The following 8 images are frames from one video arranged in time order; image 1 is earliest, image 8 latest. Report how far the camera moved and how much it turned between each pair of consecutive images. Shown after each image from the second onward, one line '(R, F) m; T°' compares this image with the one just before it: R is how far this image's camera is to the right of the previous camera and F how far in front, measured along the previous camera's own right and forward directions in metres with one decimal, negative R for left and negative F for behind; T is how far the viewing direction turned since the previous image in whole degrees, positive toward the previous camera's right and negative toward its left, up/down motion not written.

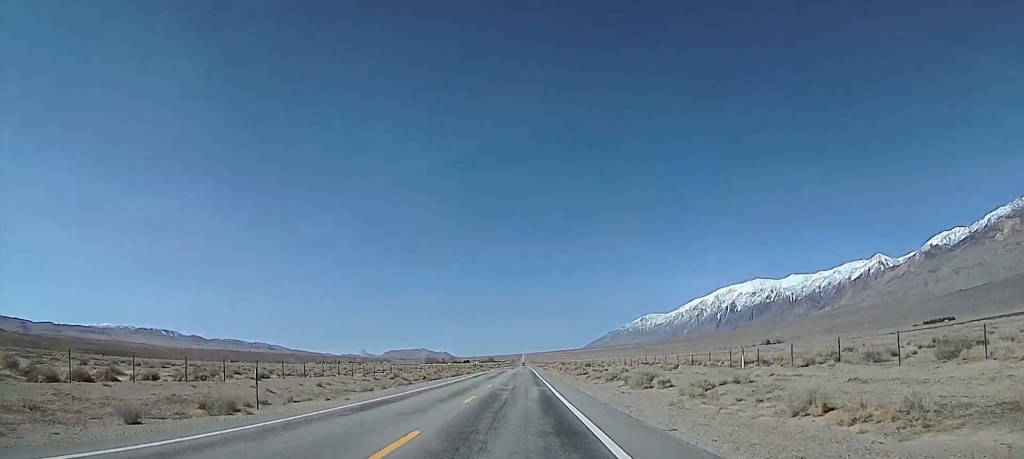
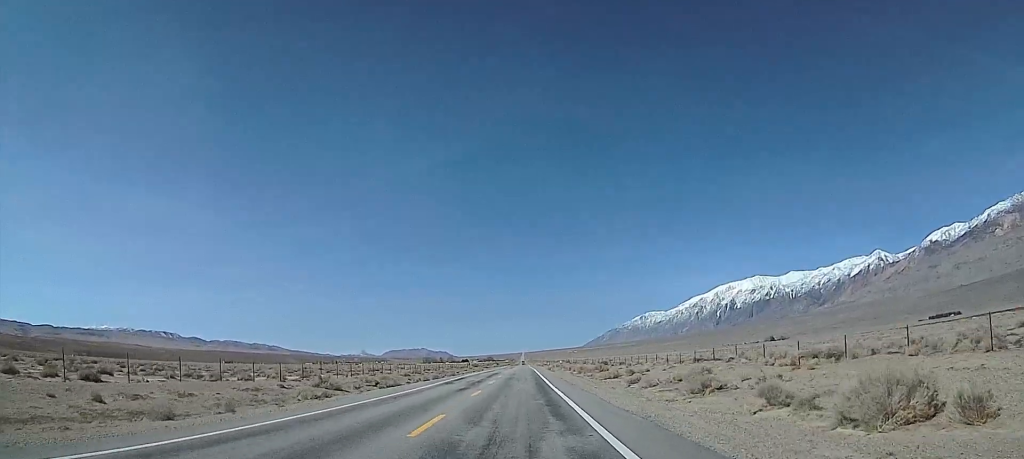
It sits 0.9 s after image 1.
(0.0, +25.7) m; 0°
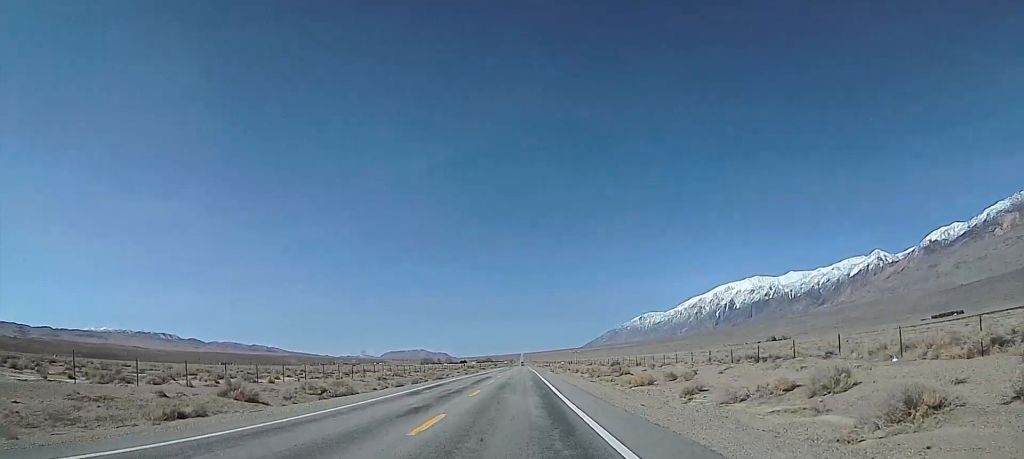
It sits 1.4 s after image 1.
(0.0, +14.3) m; 0°
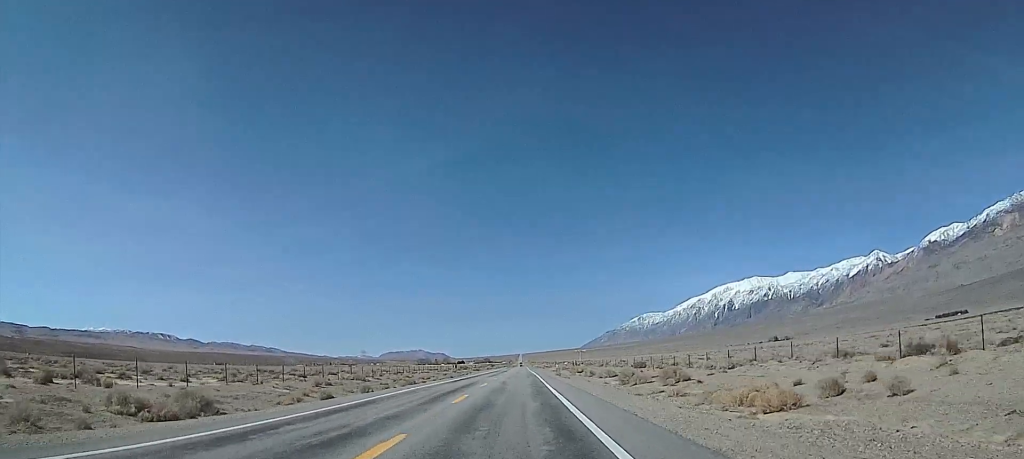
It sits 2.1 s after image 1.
(0.0, +20.1) m; -1°
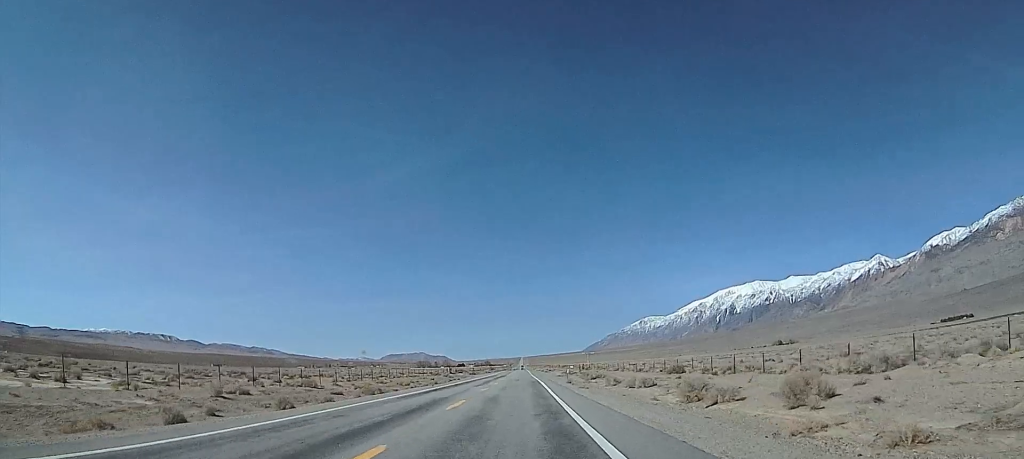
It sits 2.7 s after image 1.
(0.0, +16.3) m; -1°
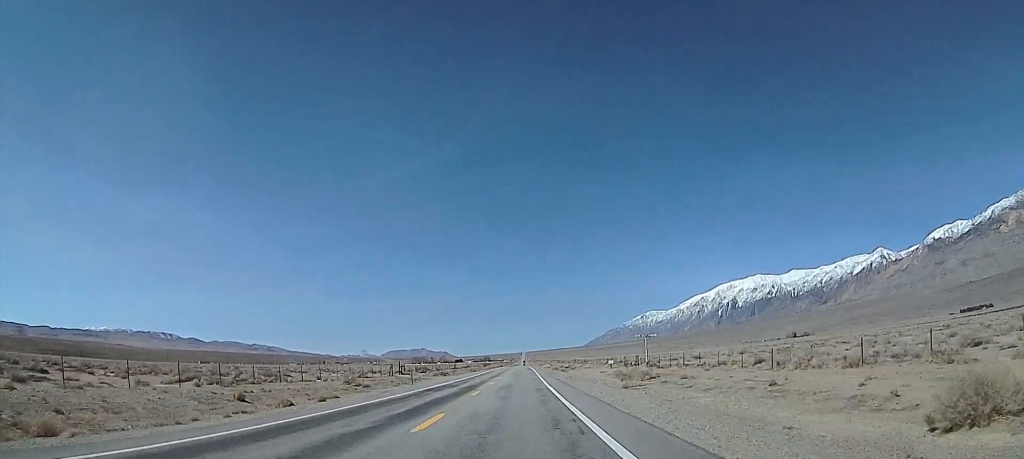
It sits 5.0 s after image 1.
(-2.0, +67.4) m; -2°
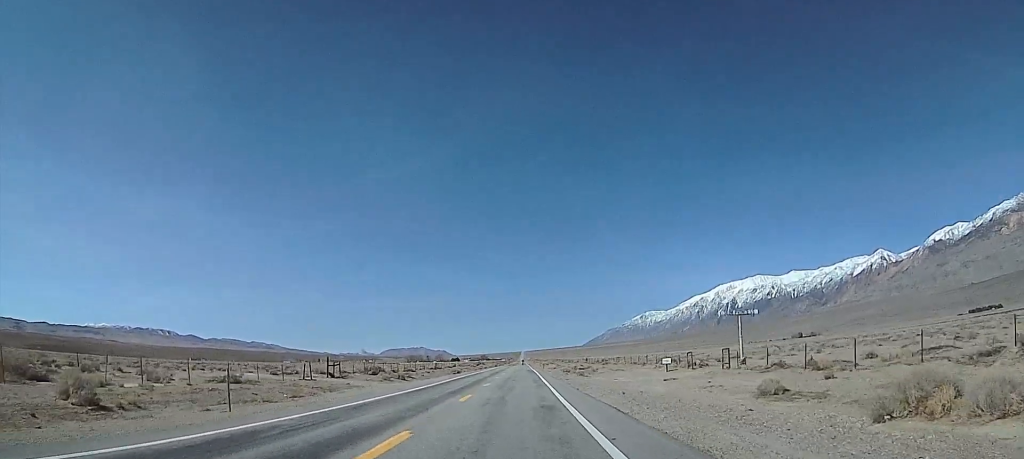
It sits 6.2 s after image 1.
(0.0, +34.7) m; 0°
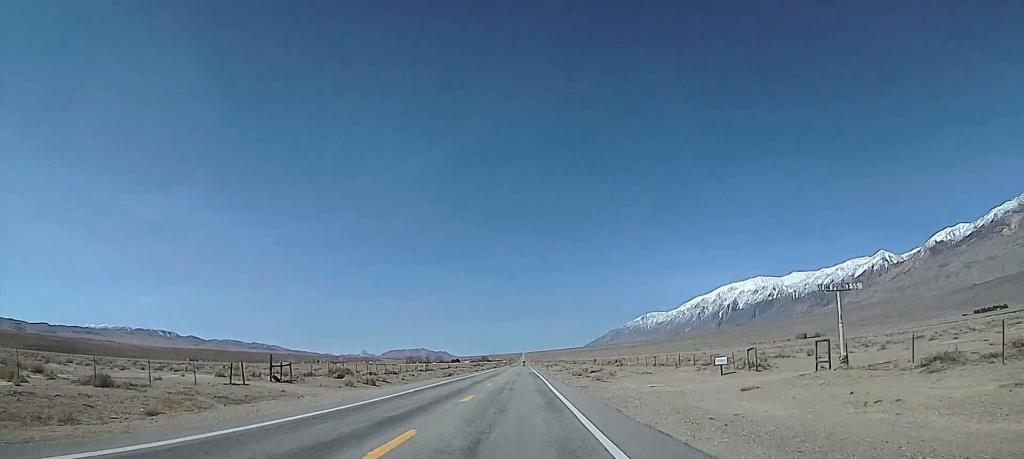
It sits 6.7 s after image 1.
(0.0, +14.4) m; 0°
